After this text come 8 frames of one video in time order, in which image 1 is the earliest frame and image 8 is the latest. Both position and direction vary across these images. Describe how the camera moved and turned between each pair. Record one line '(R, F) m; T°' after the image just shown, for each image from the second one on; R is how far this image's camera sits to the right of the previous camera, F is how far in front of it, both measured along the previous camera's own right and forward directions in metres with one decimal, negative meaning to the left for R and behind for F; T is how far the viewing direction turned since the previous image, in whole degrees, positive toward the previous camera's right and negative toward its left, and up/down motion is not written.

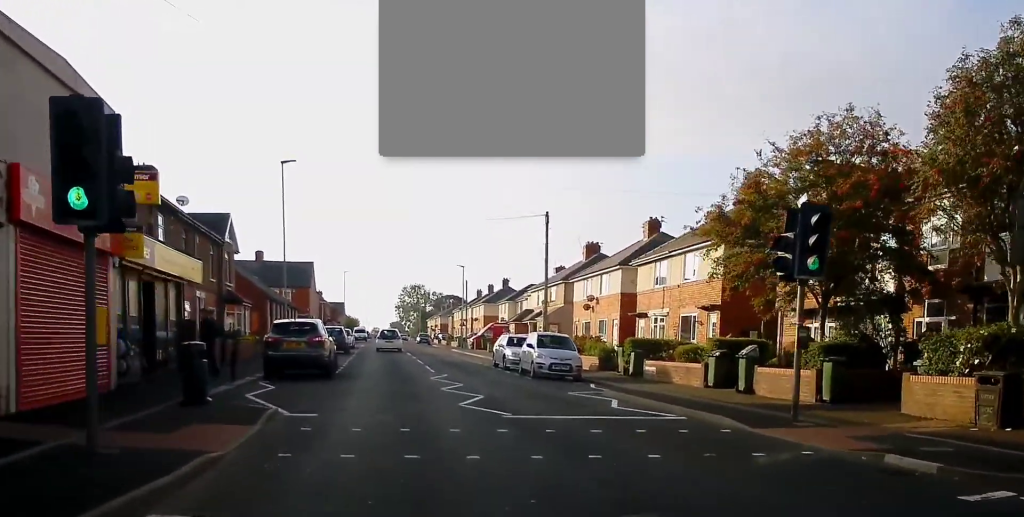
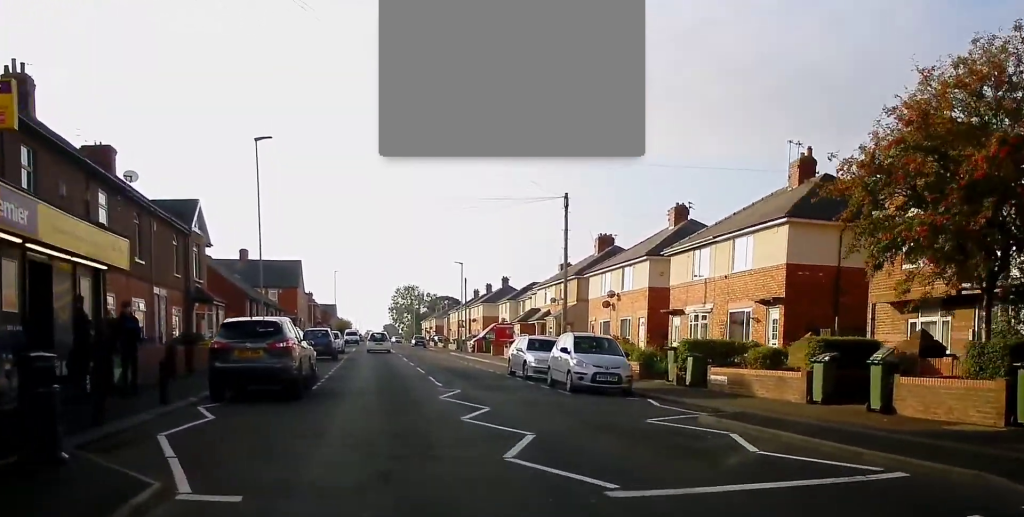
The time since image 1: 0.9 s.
(+0.2, +5.8) m; +2°
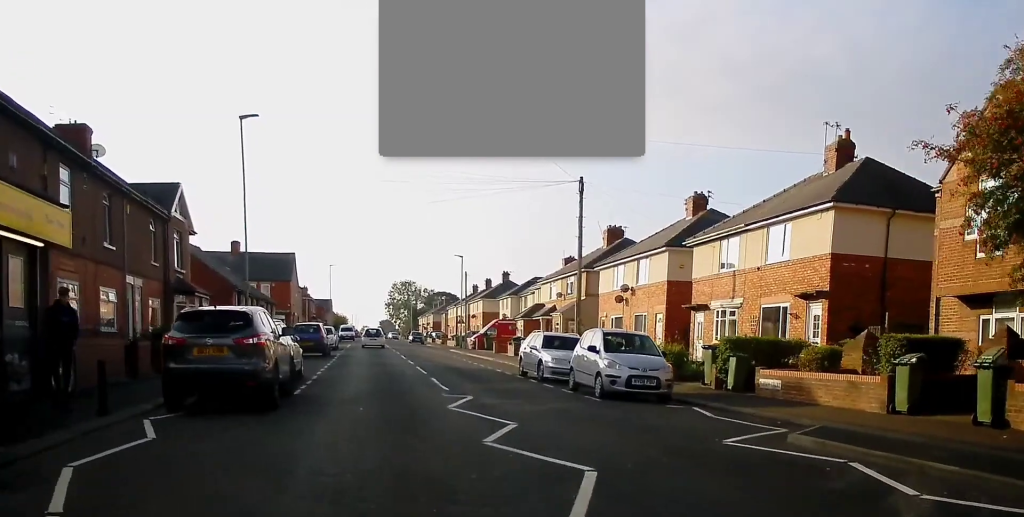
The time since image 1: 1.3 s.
(+0.1, +3.0) m; -1°
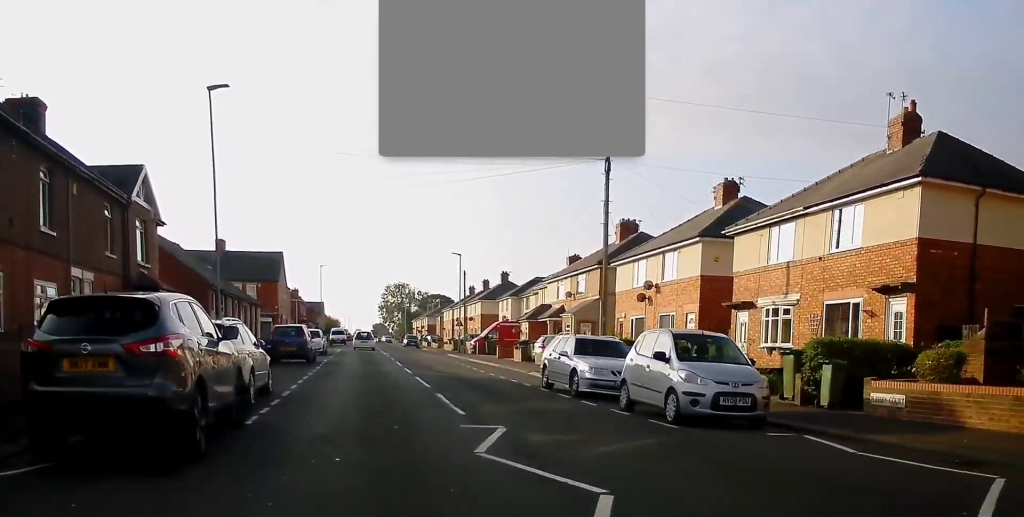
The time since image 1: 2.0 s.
(-0.1, +4.5) m; 0°
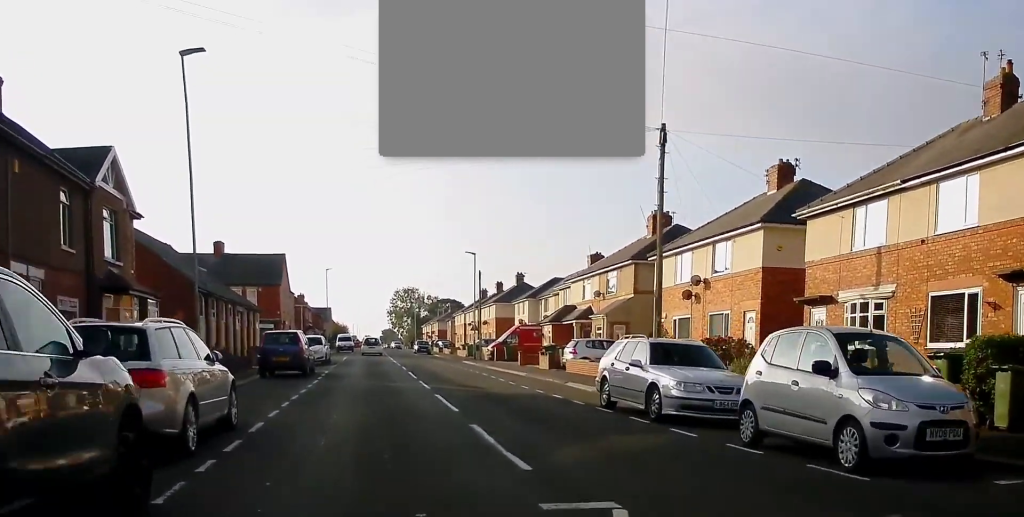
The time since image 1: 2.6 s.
(-0.2, +4.6) m; +1°
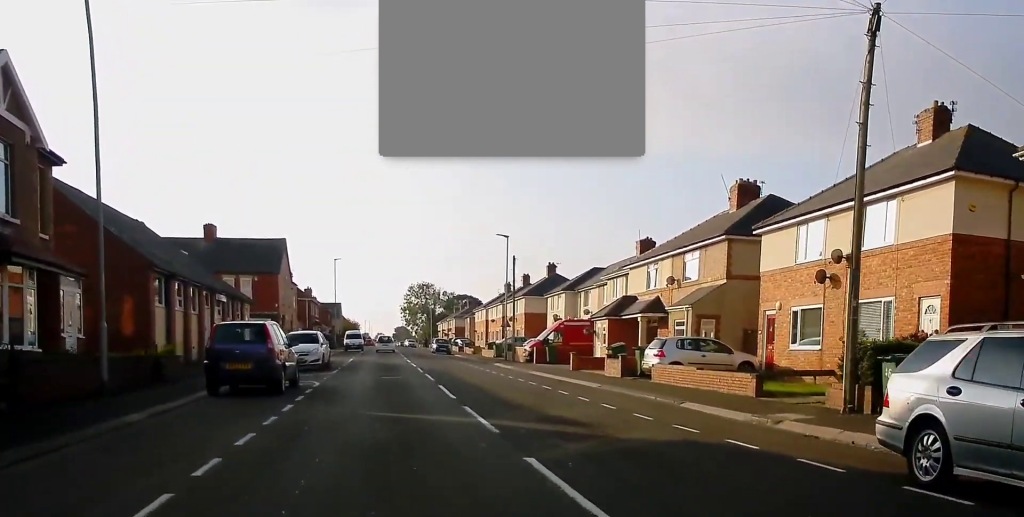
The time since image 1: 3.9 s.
(+0.2, +9.5) m; -1°
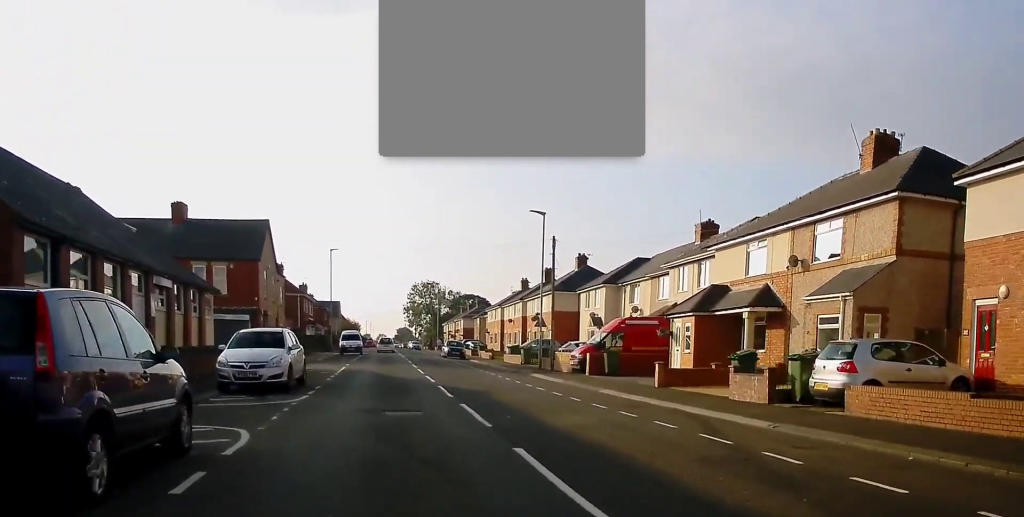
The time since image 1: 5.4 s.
(-0.3, +11.2) m; -1°
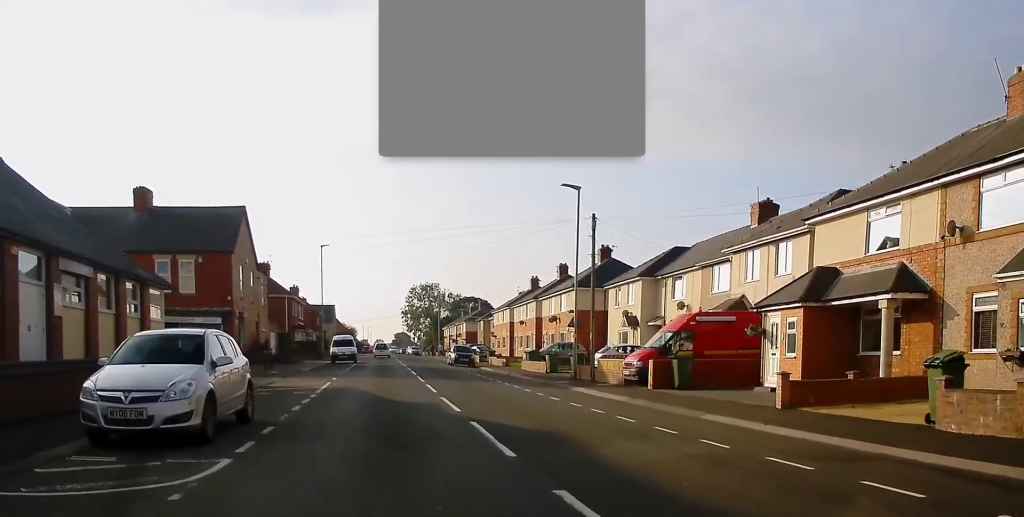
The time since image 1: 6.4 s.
(0.0, +8.1) m; +1°
